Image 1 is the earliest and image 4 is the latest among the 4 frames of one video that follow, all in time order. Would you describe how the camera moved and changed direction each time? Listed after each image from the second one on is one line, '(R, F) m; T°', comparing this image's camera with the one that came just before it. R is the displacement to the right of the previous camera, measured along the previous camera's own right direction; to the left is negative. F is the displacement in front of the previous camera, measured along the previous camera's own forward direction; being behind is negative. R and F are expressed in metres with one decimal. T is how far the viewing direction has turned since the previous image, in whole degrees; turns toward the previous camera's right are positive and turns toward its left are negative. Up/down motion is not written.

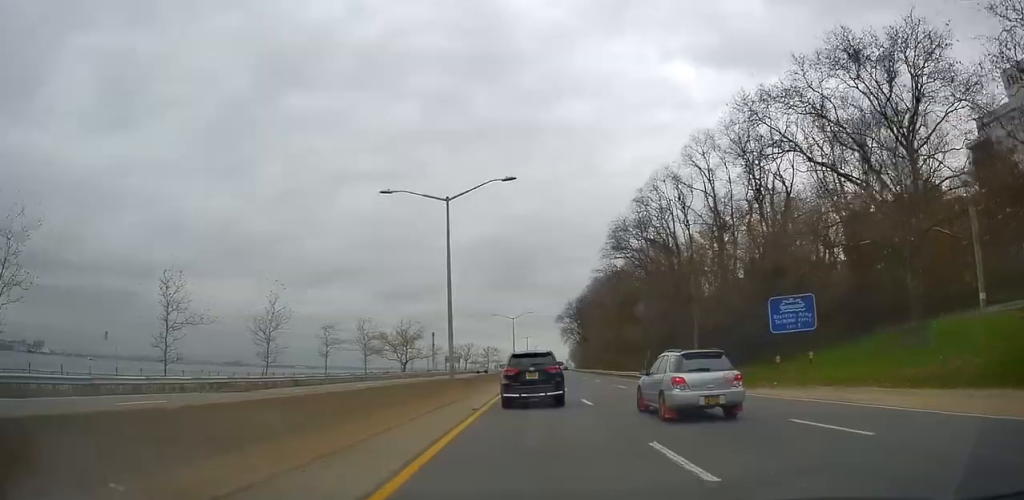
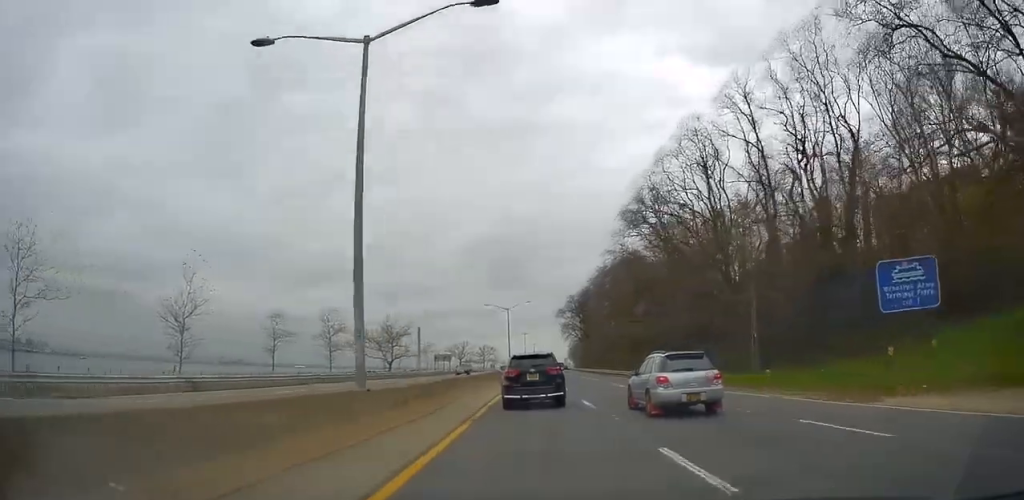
(-0.2, +13.1) m; 0°
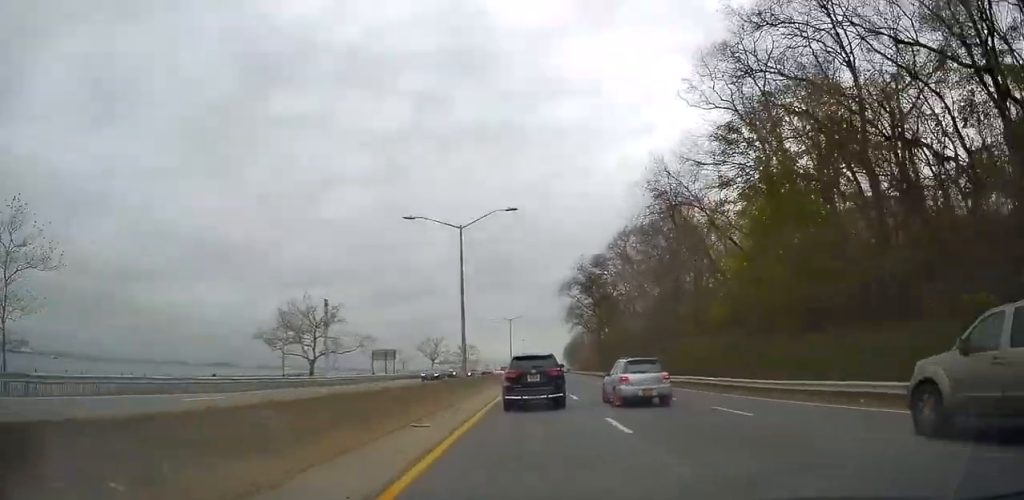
(0.0, +44.4) m; +1°
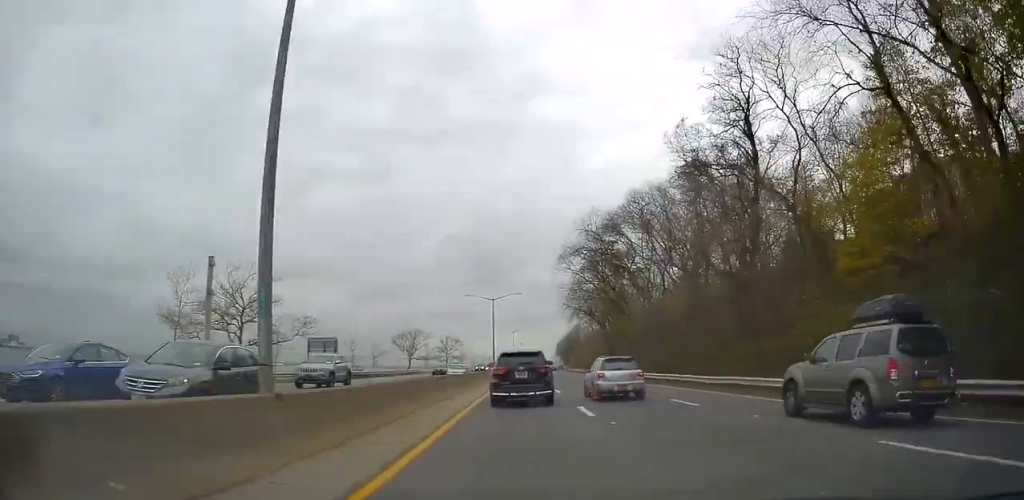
(+0.2, +21.5) m; +1°
